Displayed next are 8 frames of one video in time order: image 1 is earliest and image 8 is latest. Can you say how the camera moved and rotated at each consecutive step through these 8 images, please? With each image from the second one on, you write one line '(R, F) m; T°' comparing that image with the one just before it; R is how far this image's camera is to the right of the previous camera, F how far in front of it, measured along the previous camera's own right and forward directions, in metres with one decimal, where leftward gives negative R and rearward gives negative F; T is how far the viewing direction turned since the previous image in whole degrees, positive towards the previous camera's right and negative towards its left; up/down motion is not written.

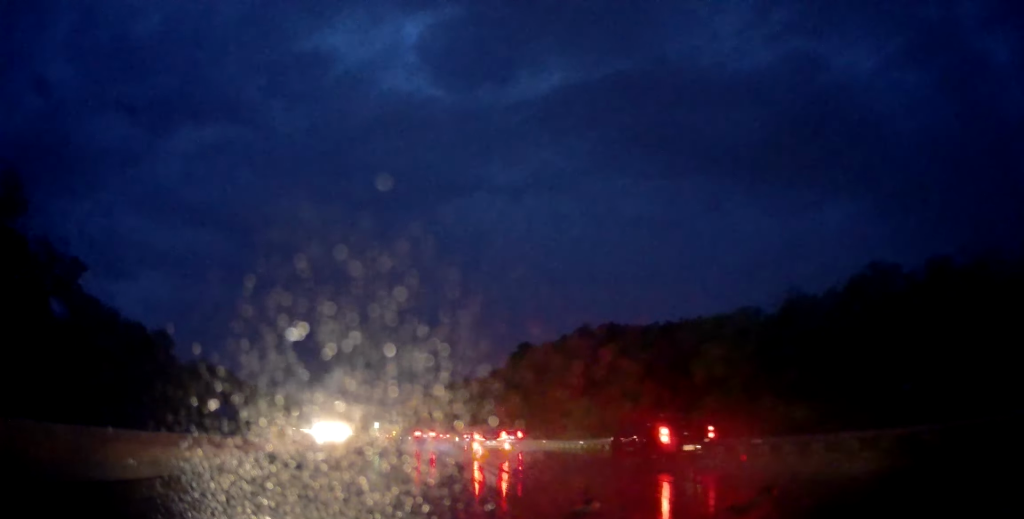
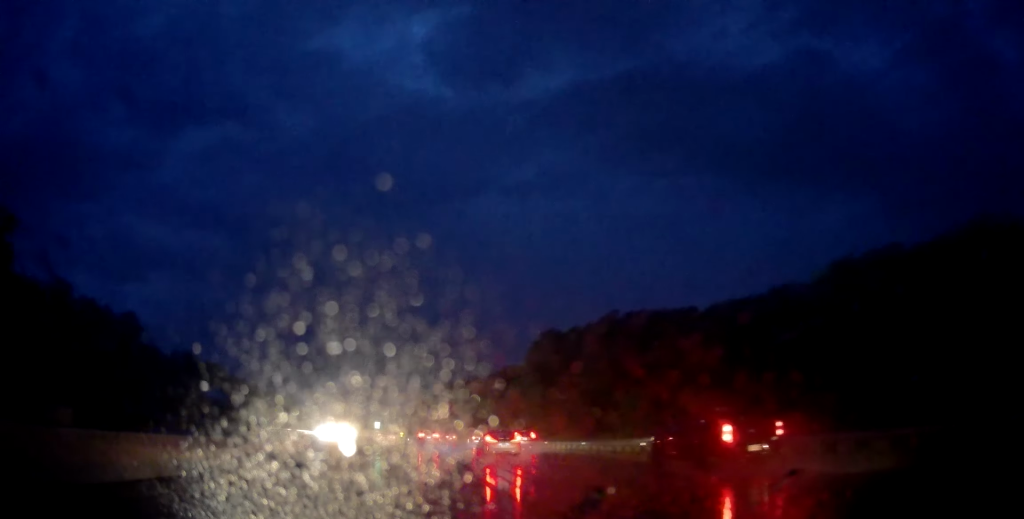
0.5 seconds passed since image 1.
(+0.2, +12.4) m; -1°
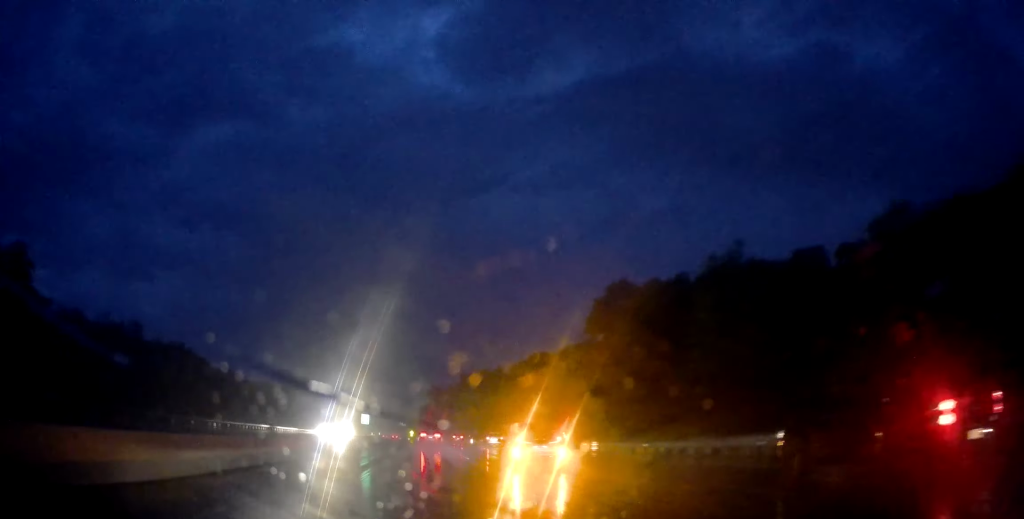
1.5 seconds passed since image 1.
(-0.7, +25.9) m; -2°
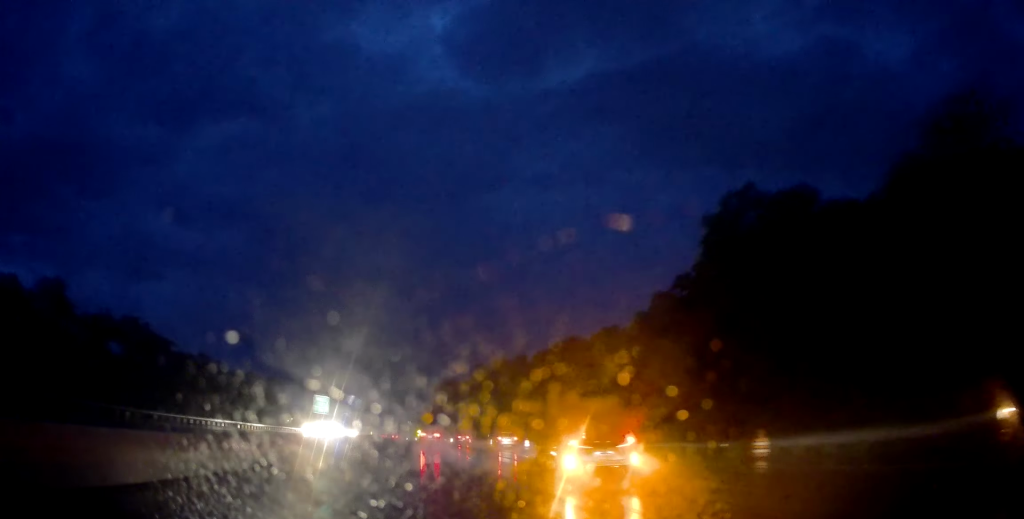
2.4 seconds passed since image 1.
(-0.2, +22.4) m; -1°
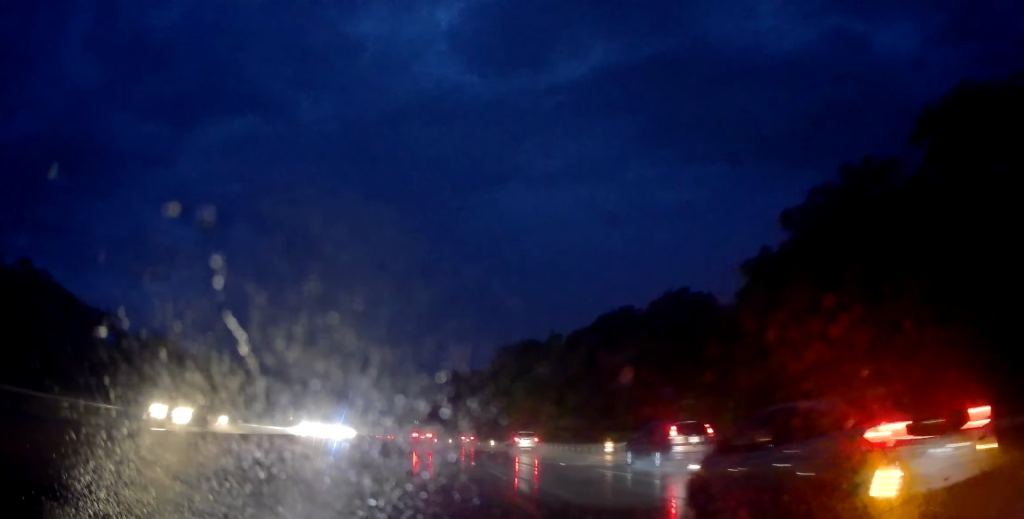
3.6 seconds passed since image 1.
(-0.6, +29.4) m; 0°
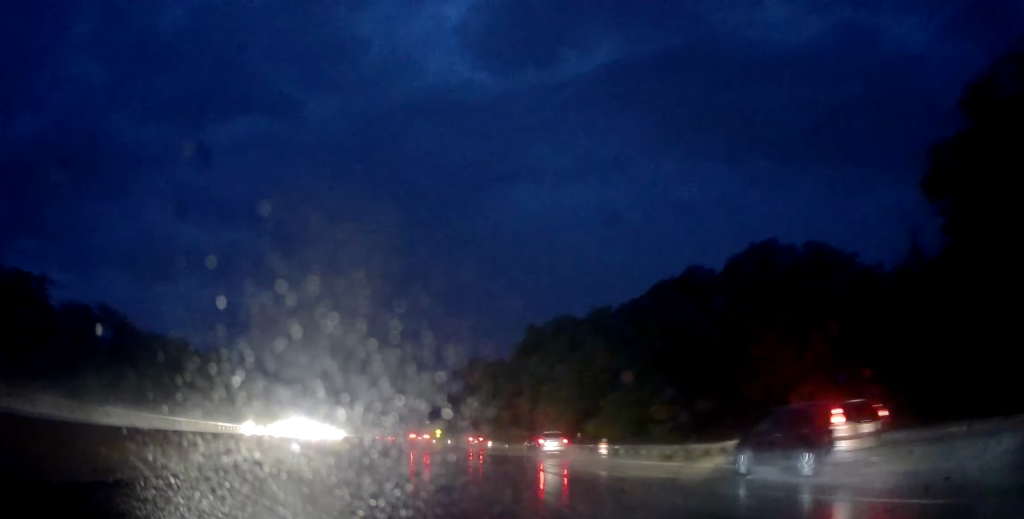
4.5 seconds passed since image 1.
(+0.4, +23.8) m; -1°
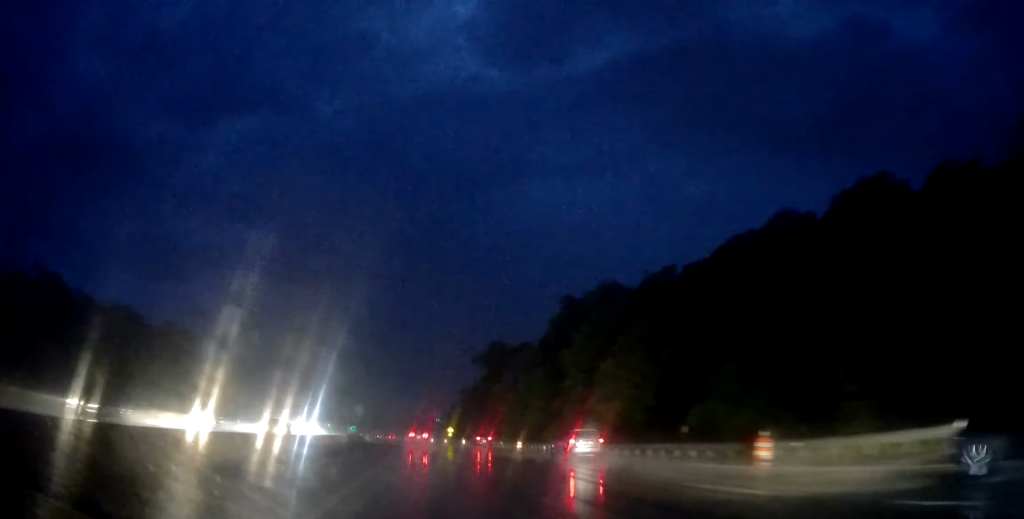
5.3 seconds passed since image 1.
(-0.8, +19.7) m; -1°
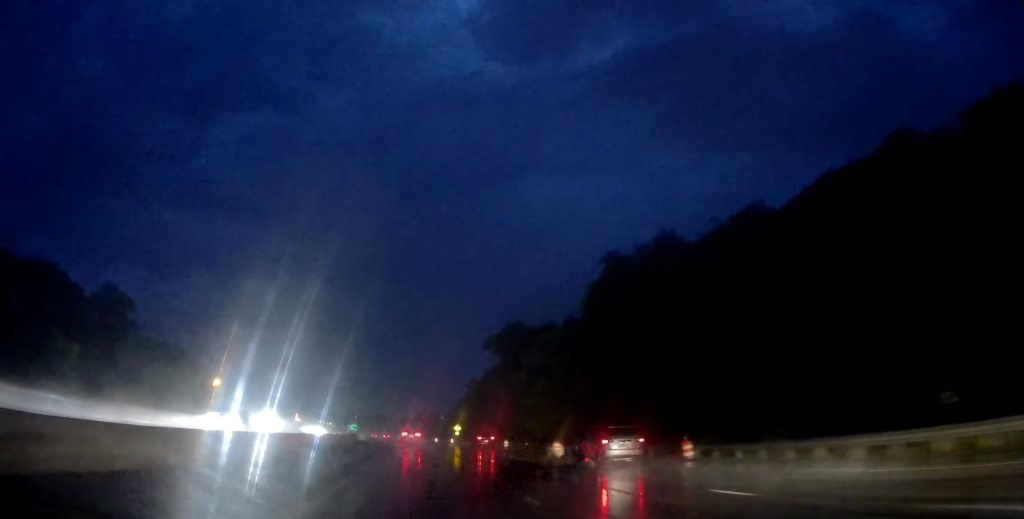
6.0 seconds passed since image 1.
(-0.1, +18.2) m; -1°
